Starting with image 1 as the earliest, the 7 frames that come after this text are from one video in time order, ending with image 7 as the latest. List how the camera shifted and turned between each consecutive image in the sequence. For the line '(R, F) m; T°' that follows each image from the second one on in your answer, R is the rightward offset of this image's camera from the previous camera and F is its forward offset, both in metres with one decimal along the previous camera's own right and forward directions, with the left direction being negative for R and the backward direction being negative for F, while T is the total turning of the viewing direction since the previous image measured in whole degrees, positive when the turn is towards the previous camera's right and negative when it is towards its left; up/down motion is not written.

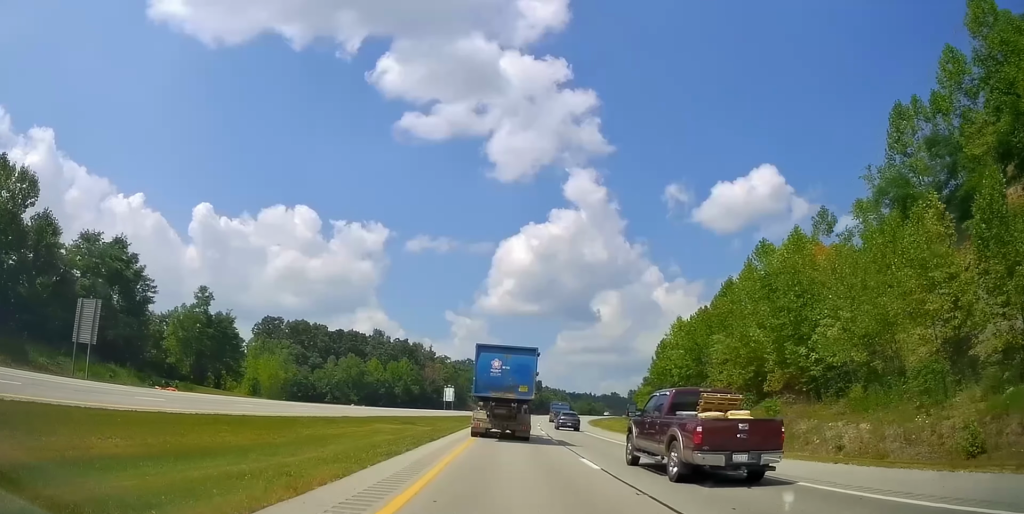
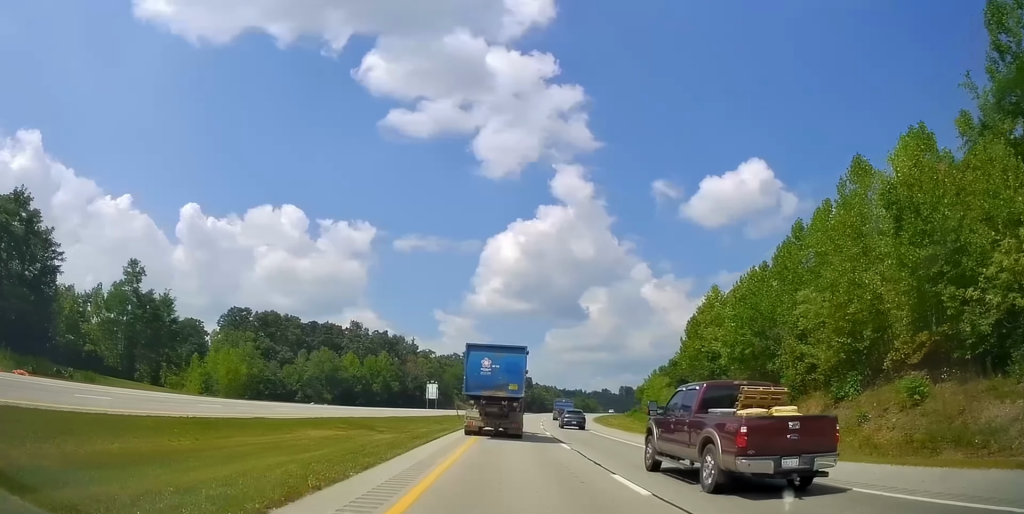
(+0.2, +17.0) m; +2°
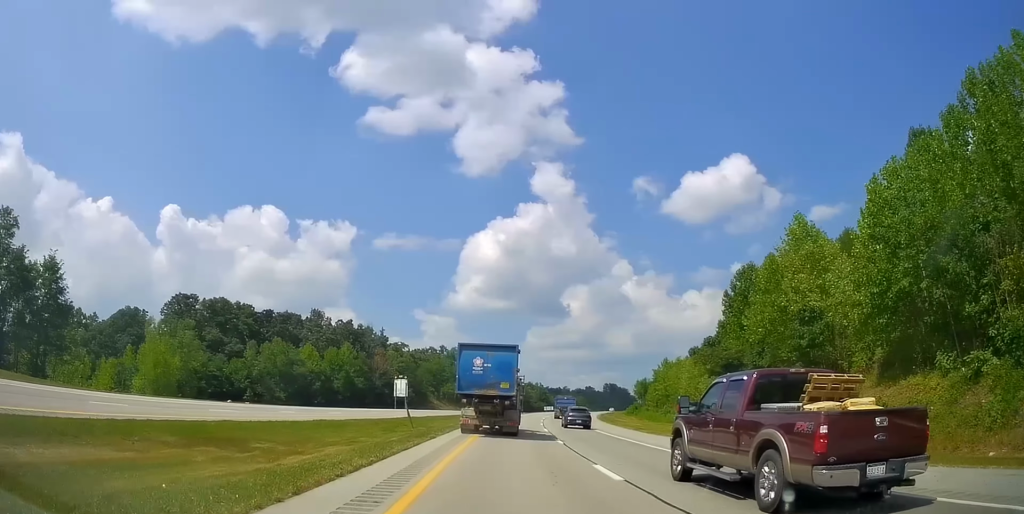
(+0.5, +22.1) m; +2°
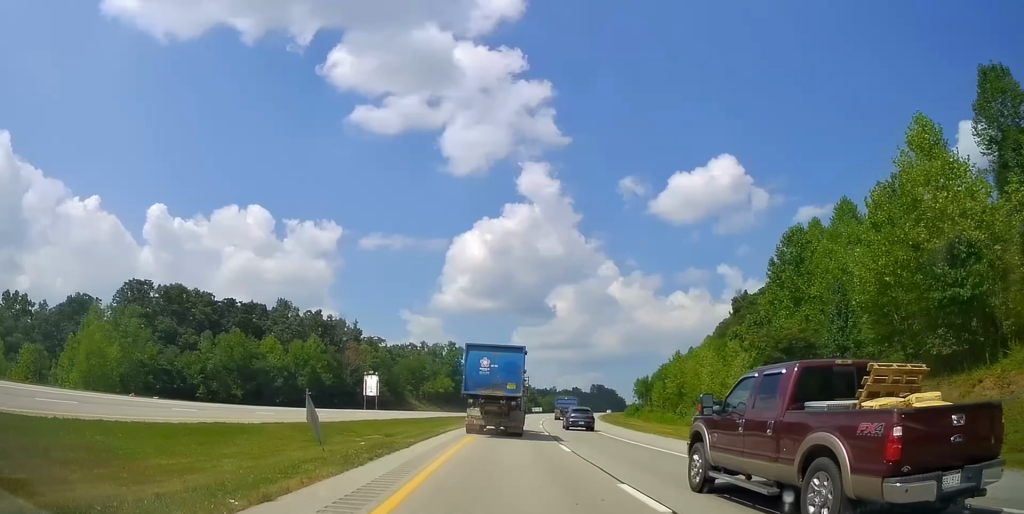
(+0.2, +15.9) m; +1°
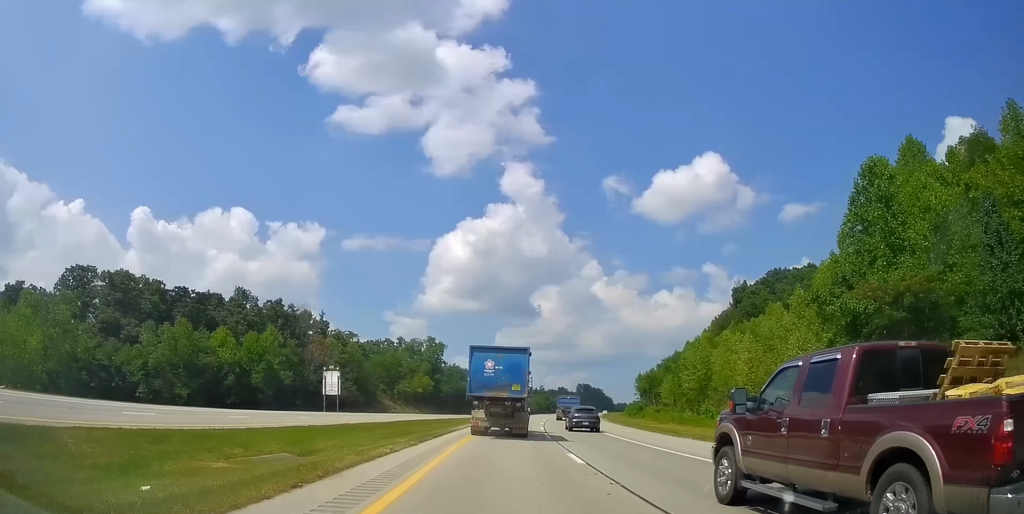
(0.0, +16.7) m; +1°
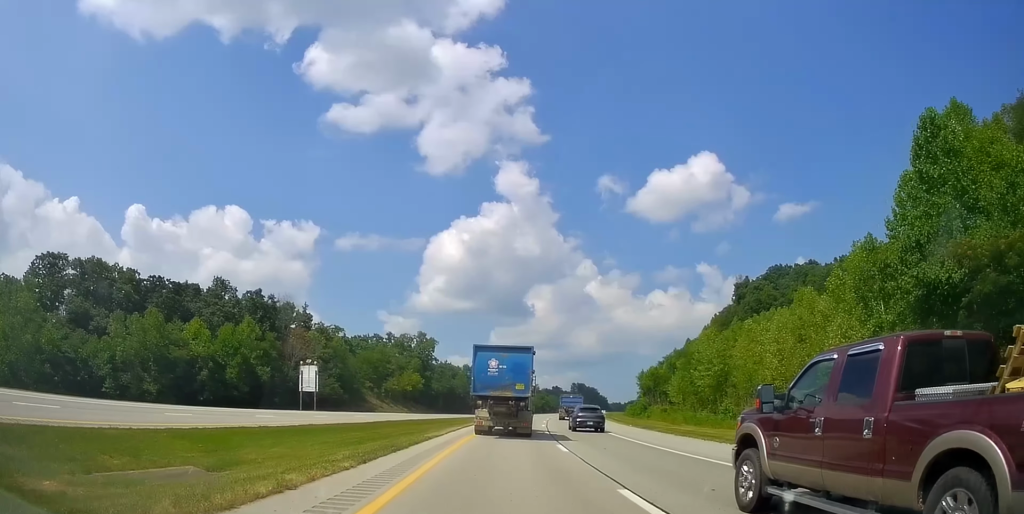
(+0.1, +8.2) m; +1°
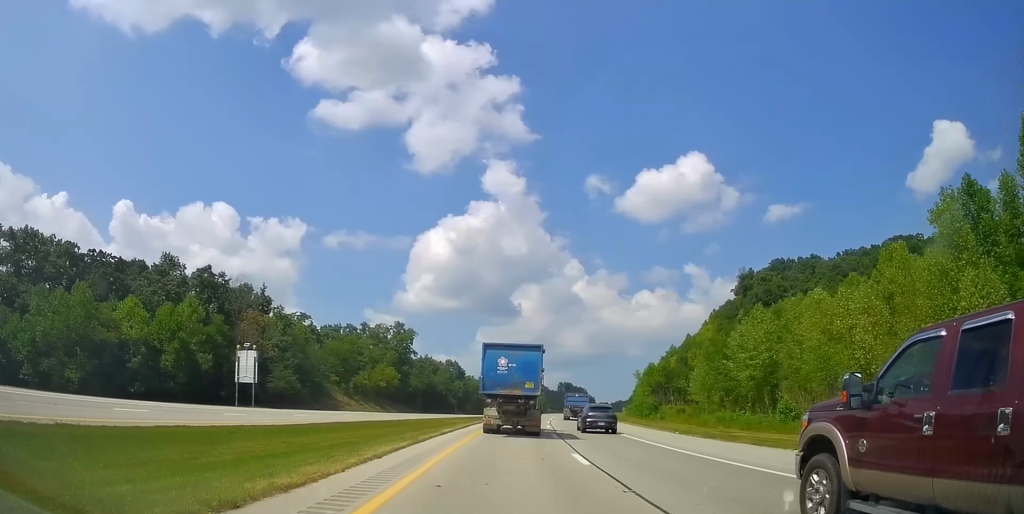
(+0.3, +16.8) m; +2°
